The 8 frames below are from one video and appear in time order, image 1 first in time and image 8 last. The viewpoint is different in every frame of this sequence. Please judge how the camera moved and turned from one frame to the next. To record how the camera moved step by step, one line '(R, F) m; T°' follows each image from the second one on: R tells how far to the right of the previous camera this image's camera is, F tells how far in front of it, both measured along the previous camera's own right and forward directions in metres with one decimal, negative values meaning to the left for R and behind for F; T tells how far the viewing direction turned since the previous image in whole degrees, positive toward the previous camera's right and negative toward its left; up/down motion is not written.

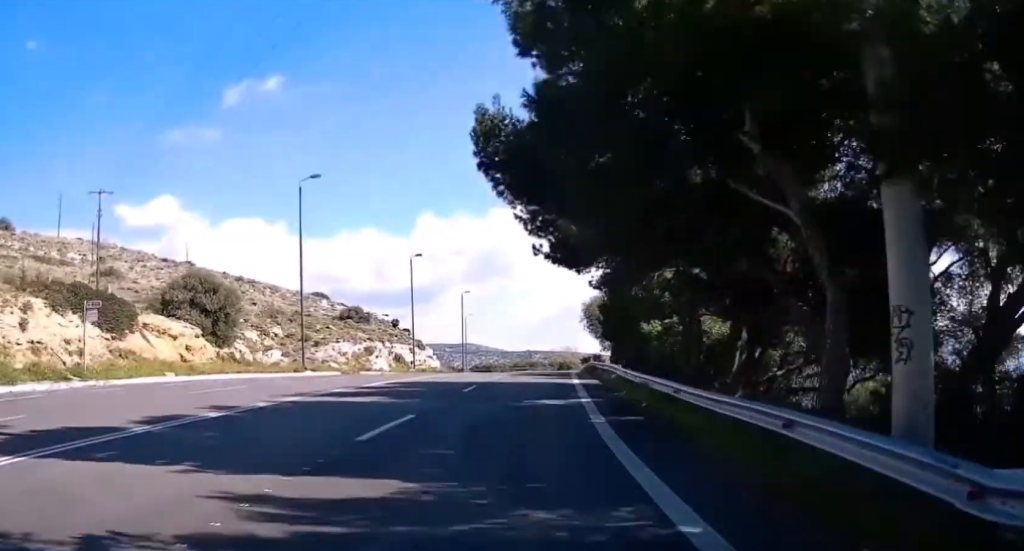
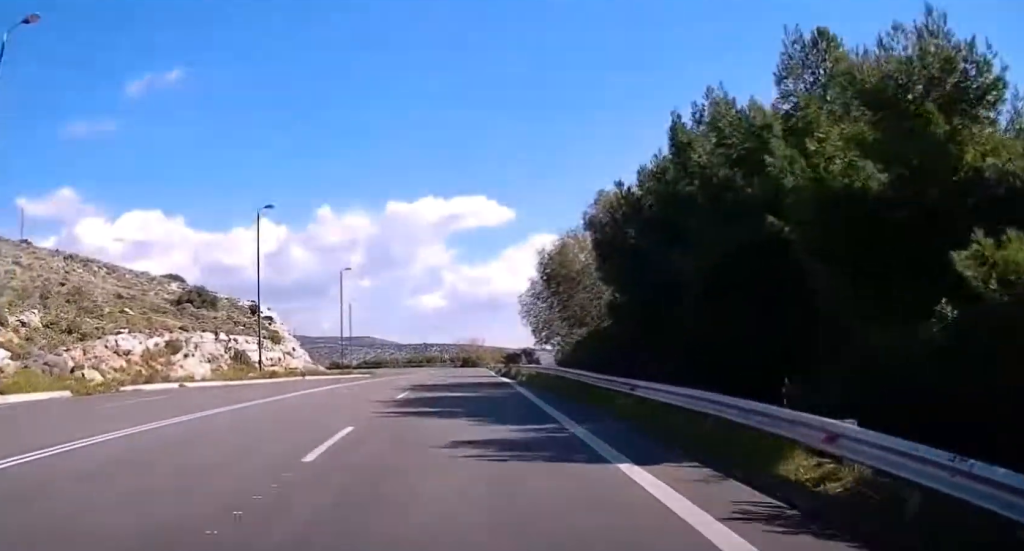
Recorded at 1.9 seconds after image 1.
(+2.1, +25.2) m; +8°
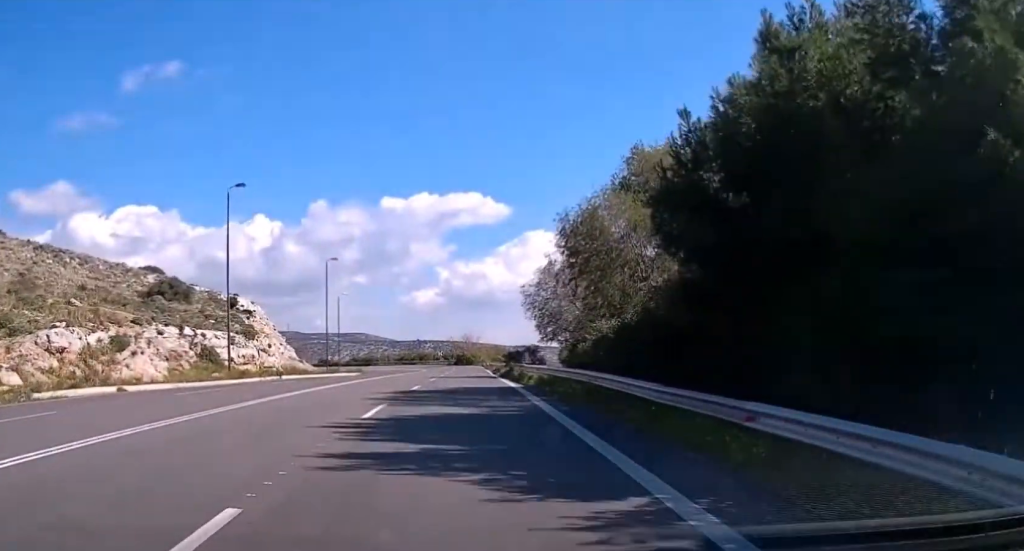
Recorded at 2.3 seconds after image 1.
(0.0, +6.4) m; +1°
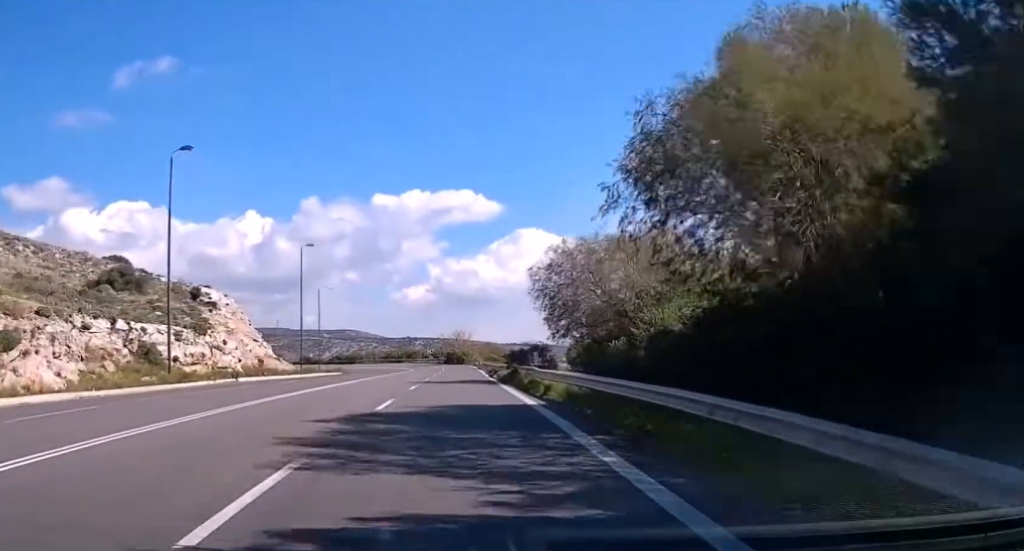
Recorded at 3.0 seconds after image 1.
(+0.2, +9.1) m; +1°
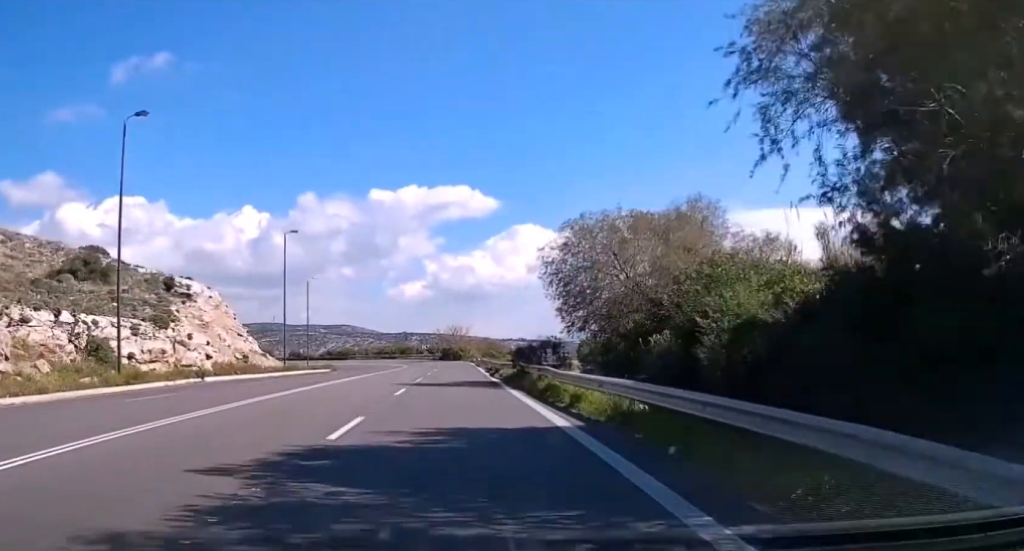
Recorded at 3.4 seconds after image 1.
(+0.1, +6.0) m; +1°
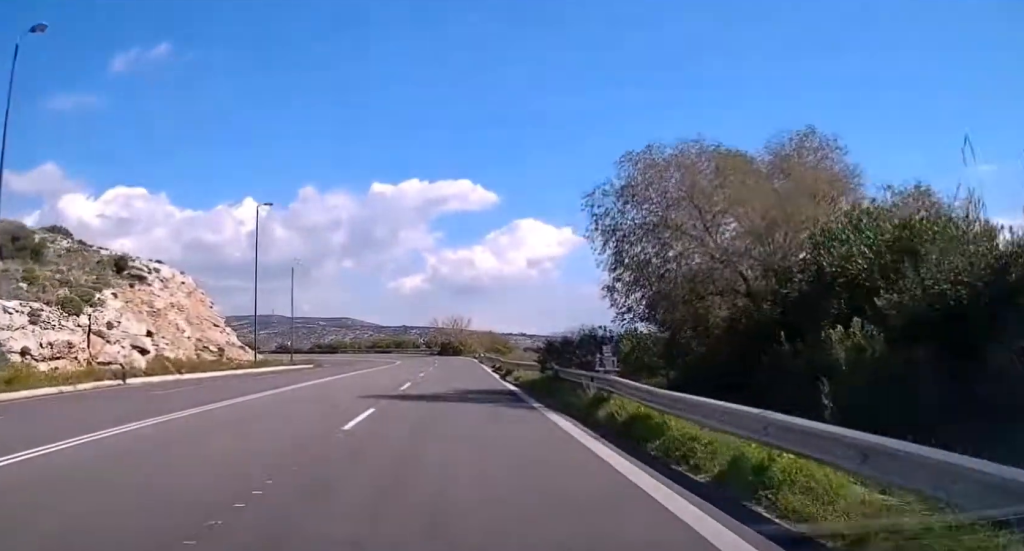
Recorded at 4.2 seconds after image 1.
(0.0, +10.6) m; 0°
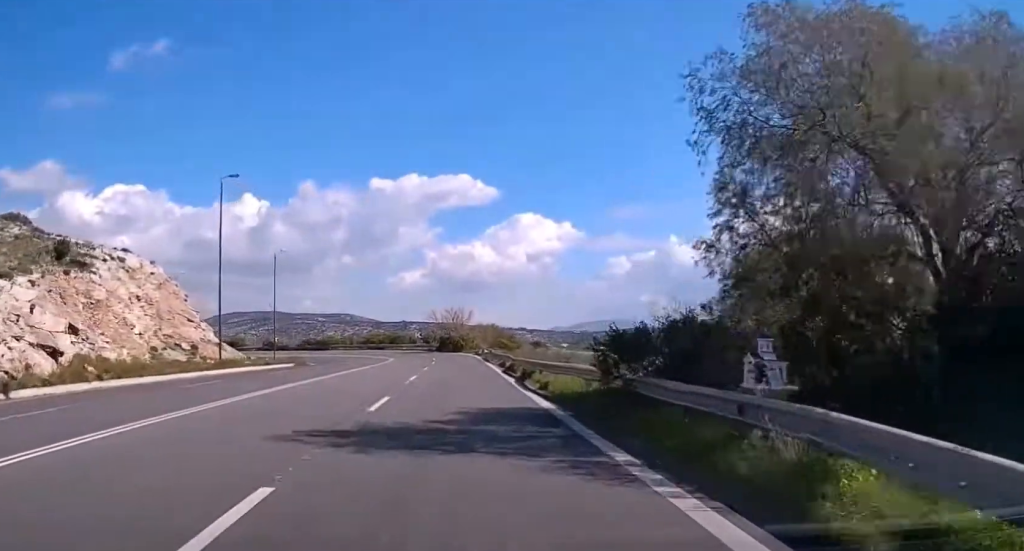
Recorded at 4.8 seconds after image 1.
(+0.1, +8.8) m; 0°
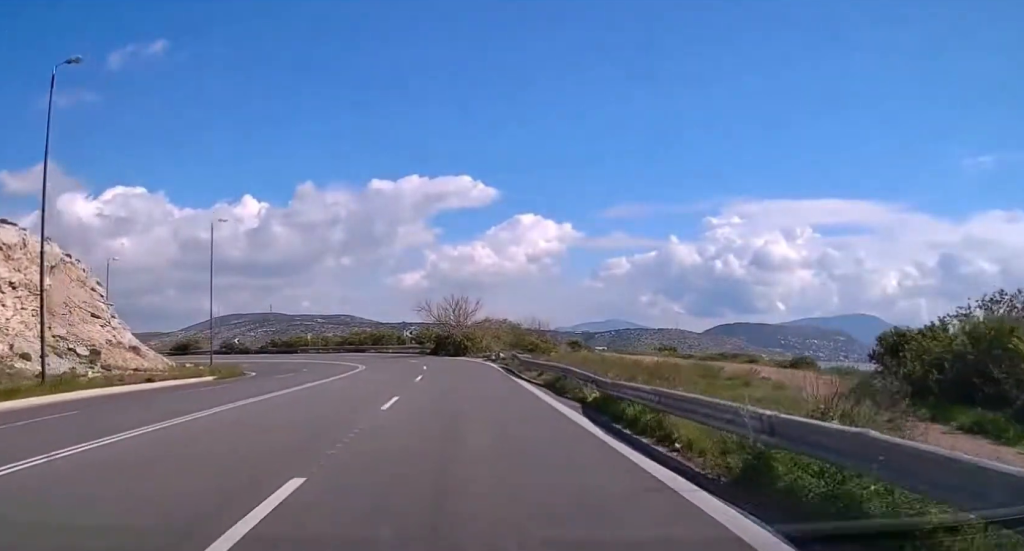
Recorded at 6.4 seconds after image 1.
(-0.2, +22.5) m; -1°
